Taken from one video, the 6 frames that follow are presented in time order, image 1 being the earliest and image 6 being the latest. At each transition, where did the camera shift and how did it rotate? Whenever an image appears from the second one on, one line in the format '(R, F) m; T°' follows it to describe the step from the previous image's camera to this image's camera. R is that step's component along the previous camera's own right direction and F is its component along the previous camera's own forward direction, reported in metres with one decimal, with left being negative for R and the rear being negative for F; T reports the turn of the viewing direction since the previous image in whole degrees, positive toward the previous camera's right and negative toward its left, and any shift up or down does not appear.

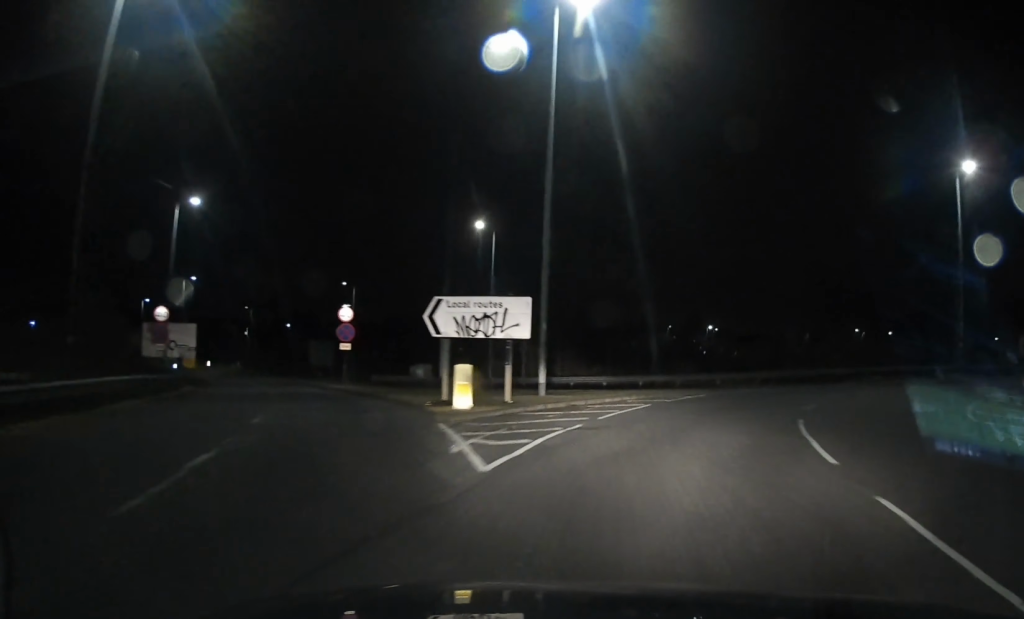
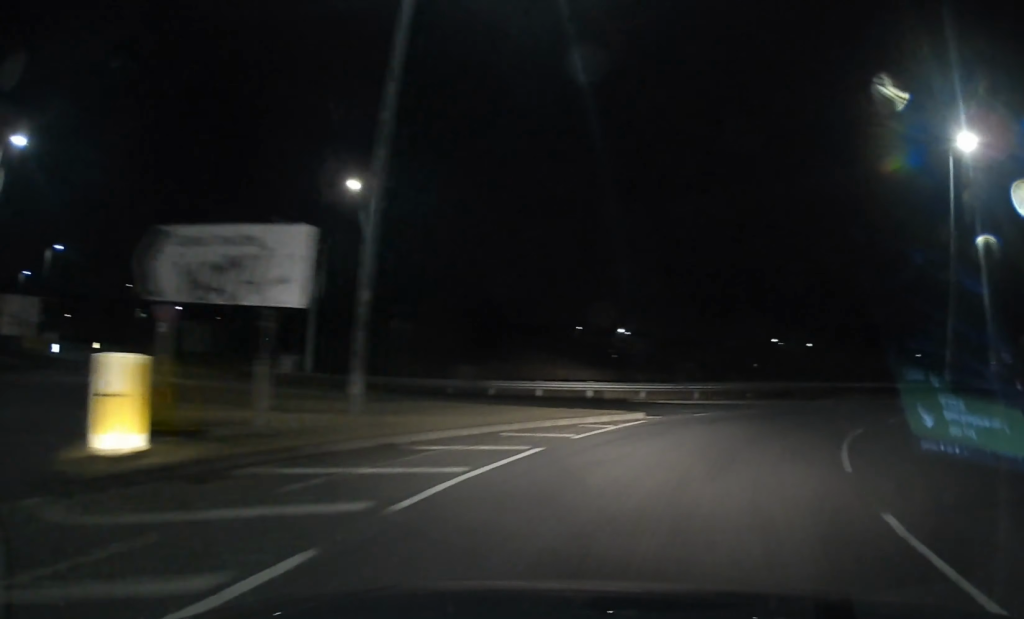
(-0.5, +9.2) m; -1°
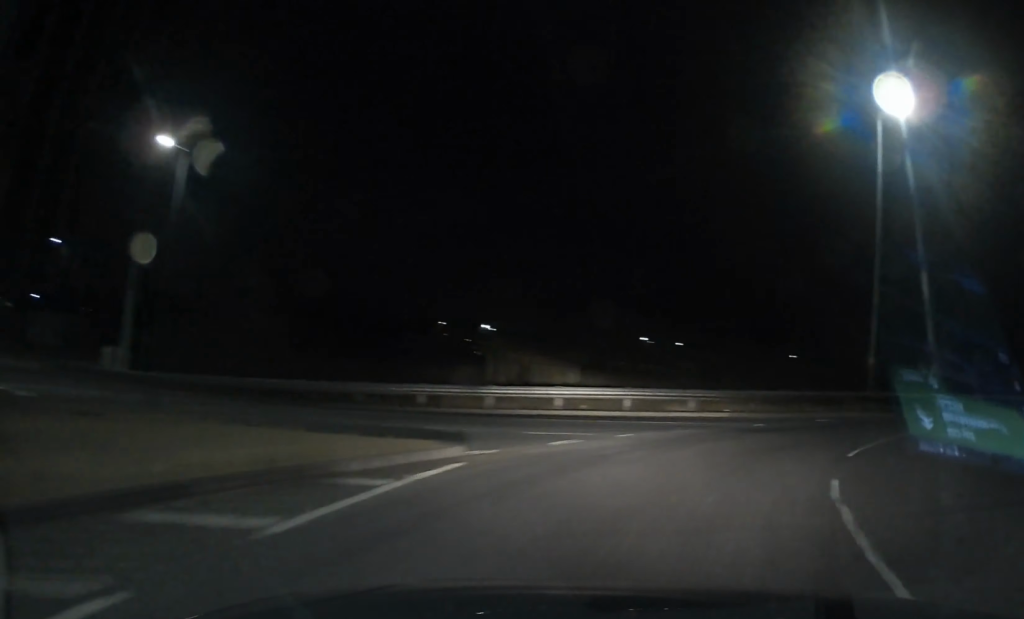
(+0.1, +6.4) m; +4°
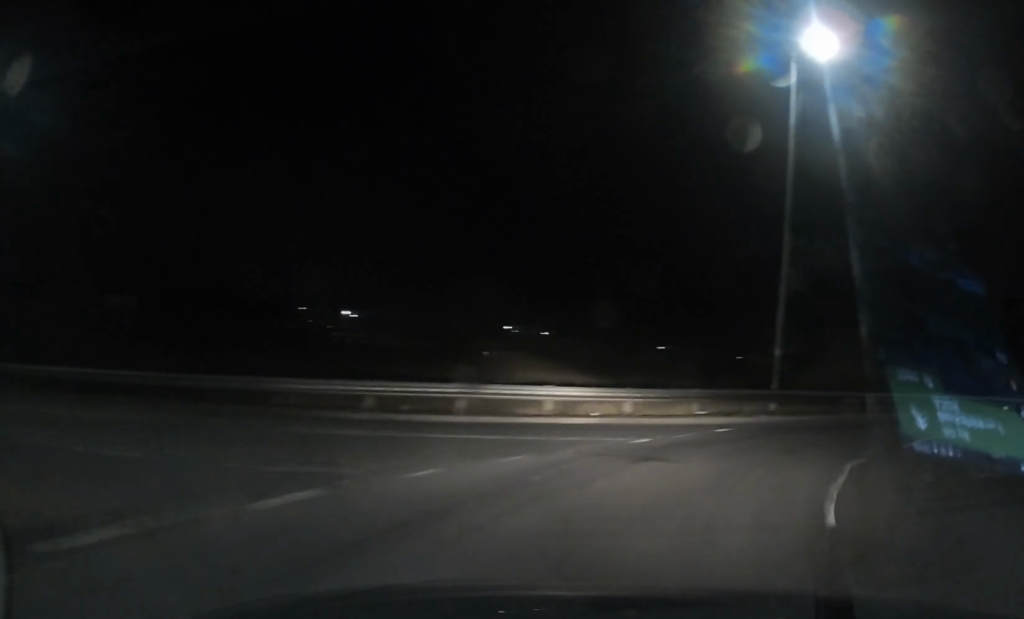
(-0.2, +5.9) m; +5°
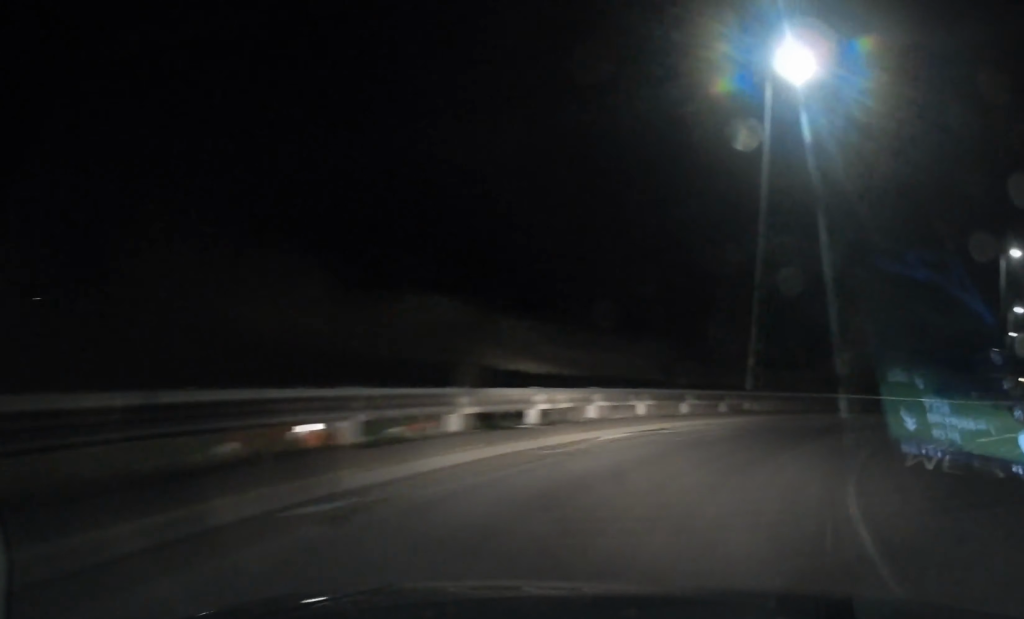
(+13.8, +23.4) m; +61°
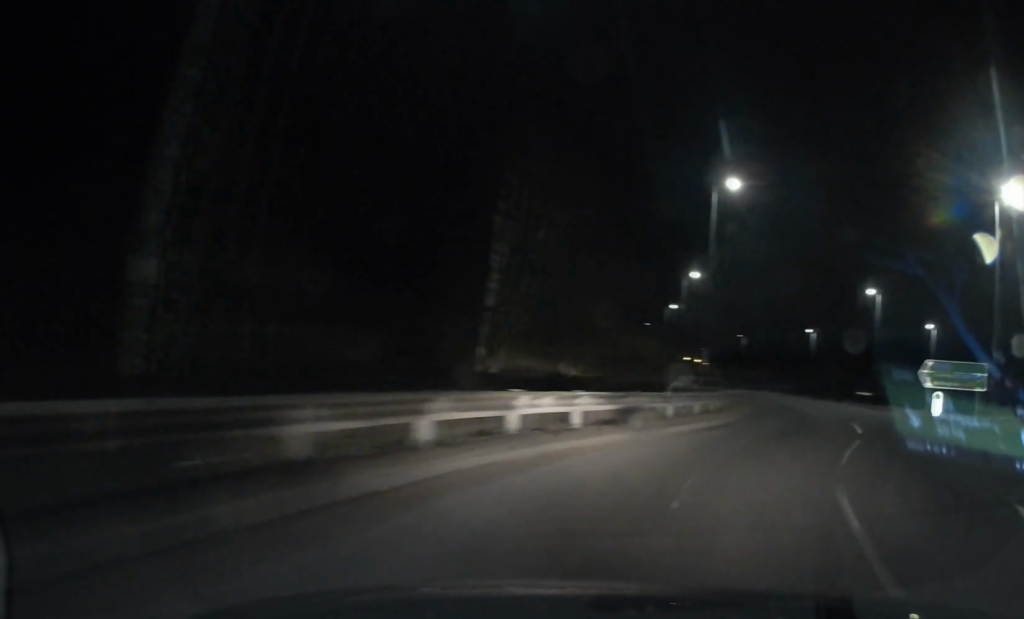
(+3.9, +17.0) m; +24°
